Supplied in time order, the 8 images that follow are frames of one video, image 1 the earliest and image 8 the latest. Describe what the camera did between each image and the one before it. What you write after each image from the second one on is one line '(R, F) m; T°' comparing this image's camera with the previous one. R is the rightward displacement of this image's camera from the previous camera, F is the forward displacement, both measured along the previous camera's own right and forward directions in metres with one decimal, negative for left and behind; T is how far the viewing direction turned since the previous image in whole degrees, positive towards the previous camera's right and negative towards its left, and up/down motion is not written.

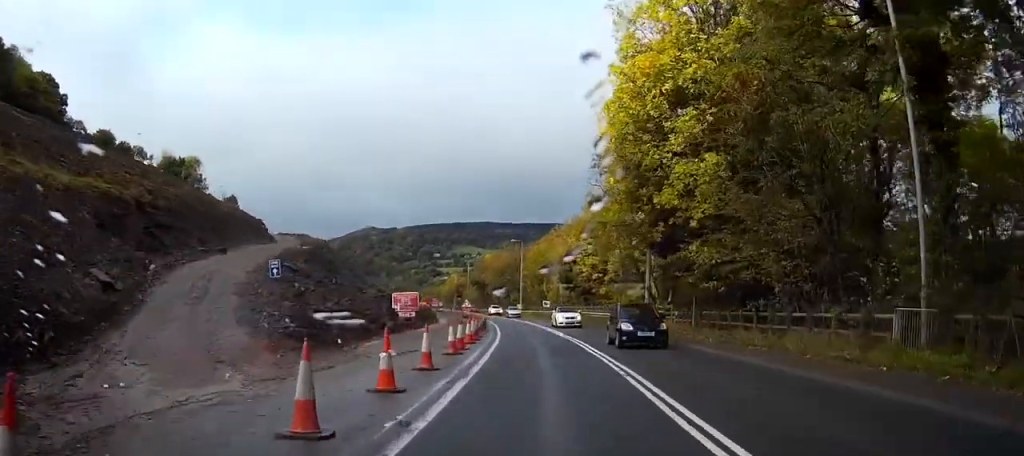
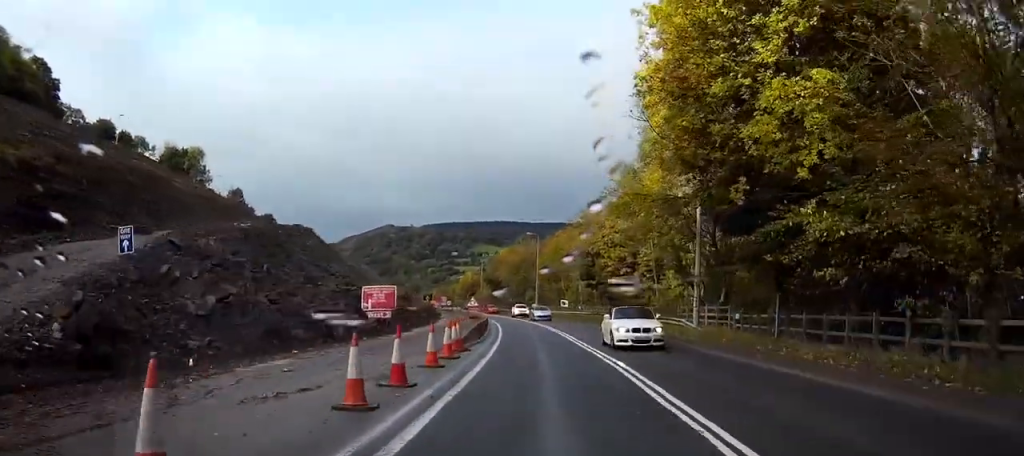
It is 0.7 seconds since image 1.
(-0.1, +11.7) m; -1°
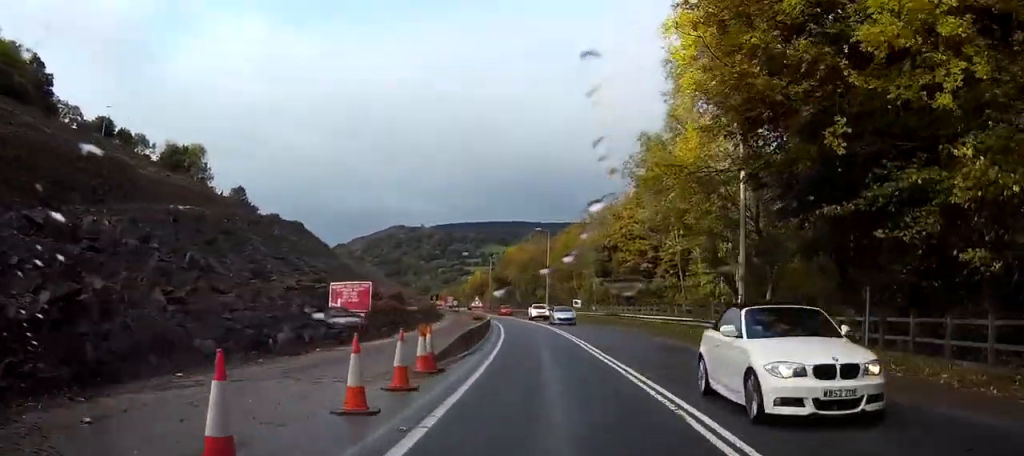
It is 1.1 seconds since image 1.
(0.0, +7.0) m; -1°
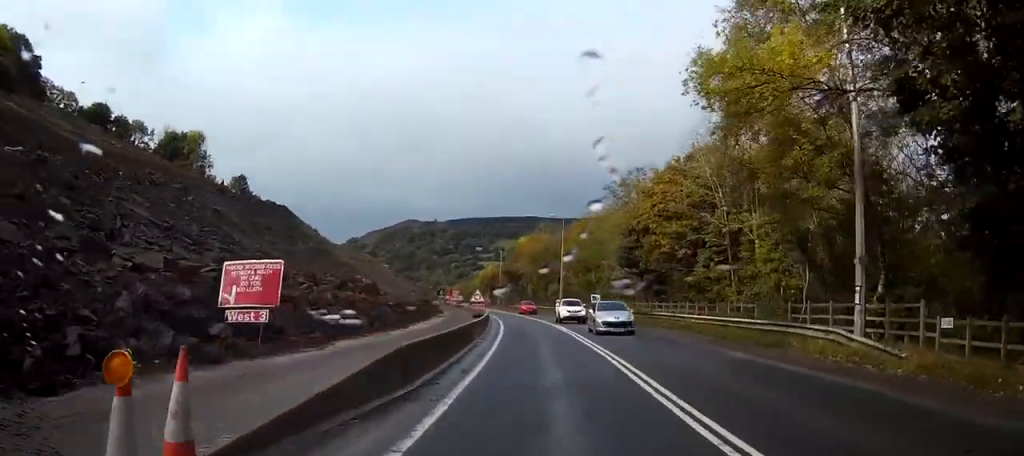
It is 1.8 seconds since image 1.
(0.0, +11.2) m; -1°
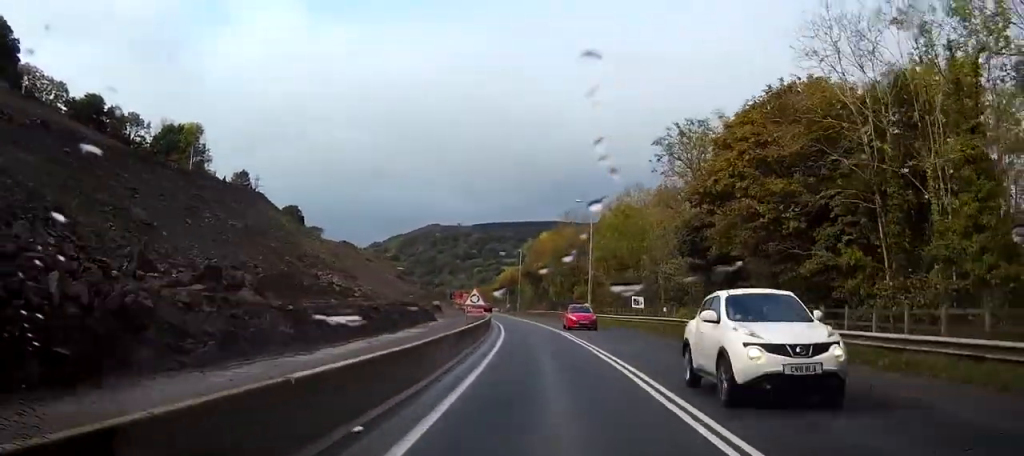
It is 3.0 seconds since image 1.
(-0.6, +17.7) m; -3°
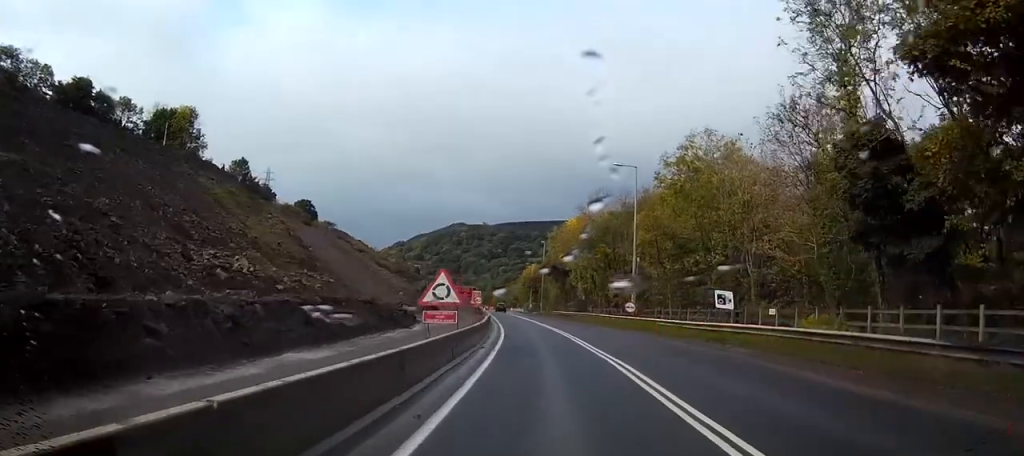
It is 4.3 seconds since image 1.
(-0.4, +20.6) m; -2°
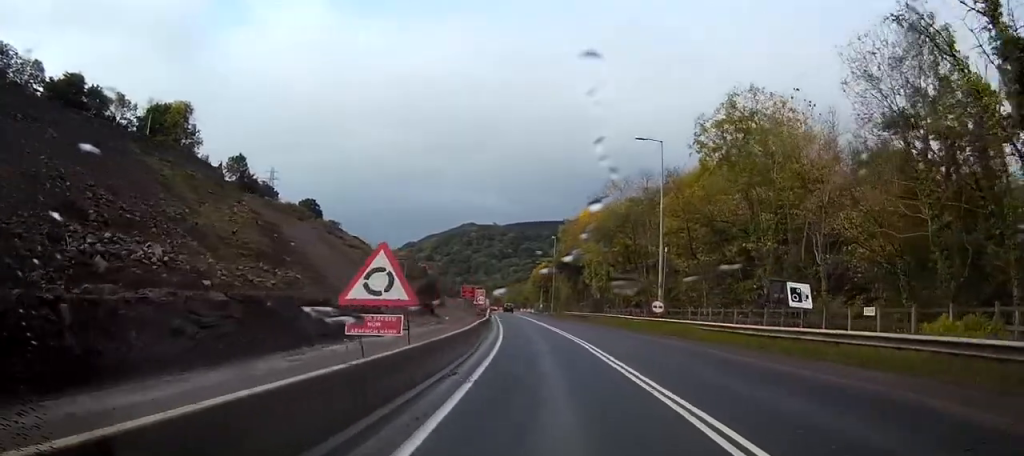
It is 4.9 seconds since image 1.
(-0.1, +9.3) m; -1°
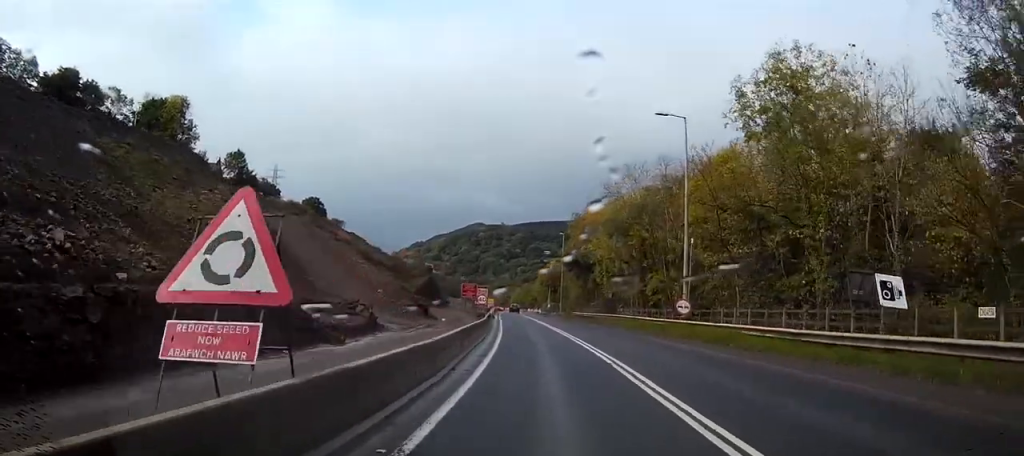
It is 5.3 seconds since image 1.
(0.0, +6.7) m; 0°
